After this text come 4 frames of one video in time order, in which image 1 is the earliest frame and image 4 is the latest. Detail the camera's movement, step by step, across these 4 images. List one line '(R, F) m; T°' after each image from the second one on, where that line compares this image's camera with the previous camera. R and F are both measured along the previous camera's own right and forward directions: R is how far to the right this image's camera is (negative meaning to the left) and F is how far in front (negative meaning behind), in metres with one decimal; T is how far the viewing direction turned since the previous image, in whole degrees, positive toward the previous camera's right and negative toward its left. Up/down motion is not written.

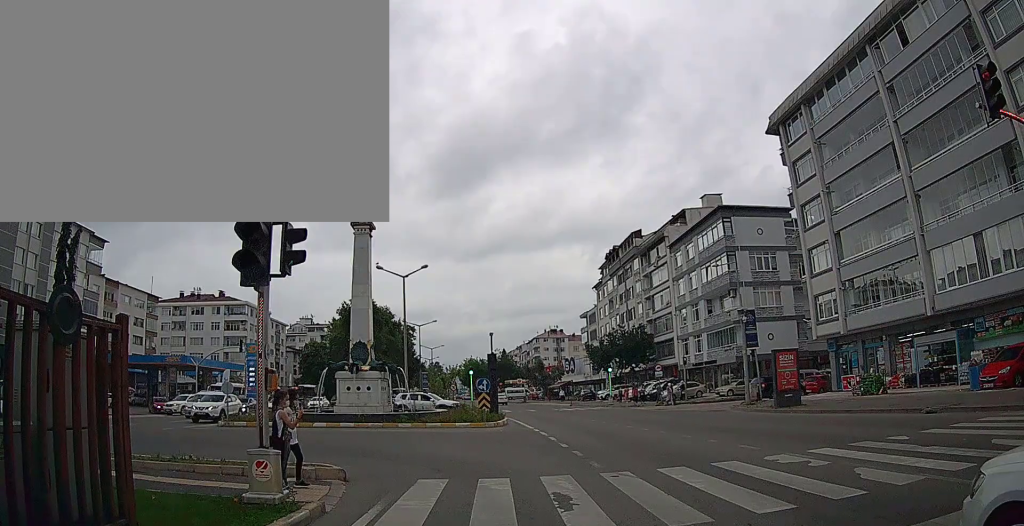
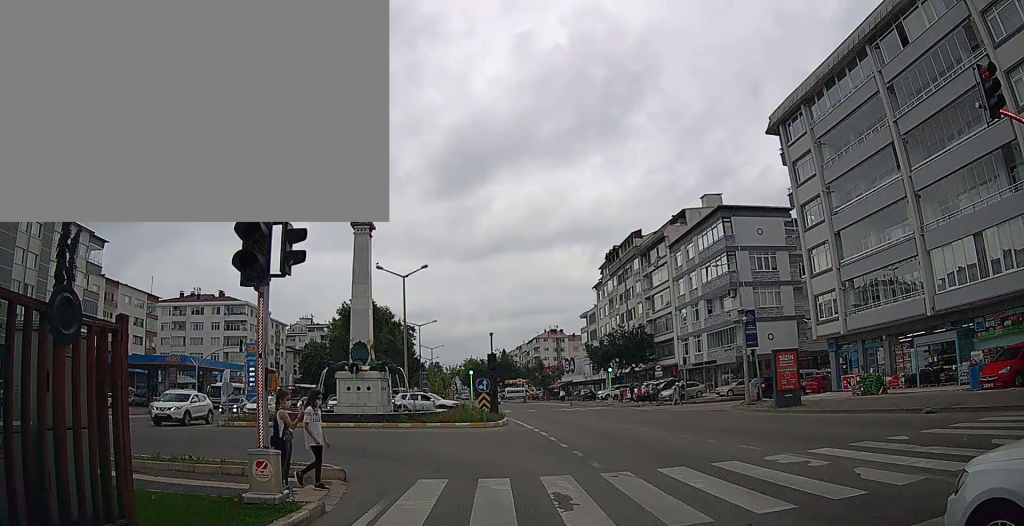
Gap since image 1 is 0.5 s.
(0.0, 0.0) m; 0°
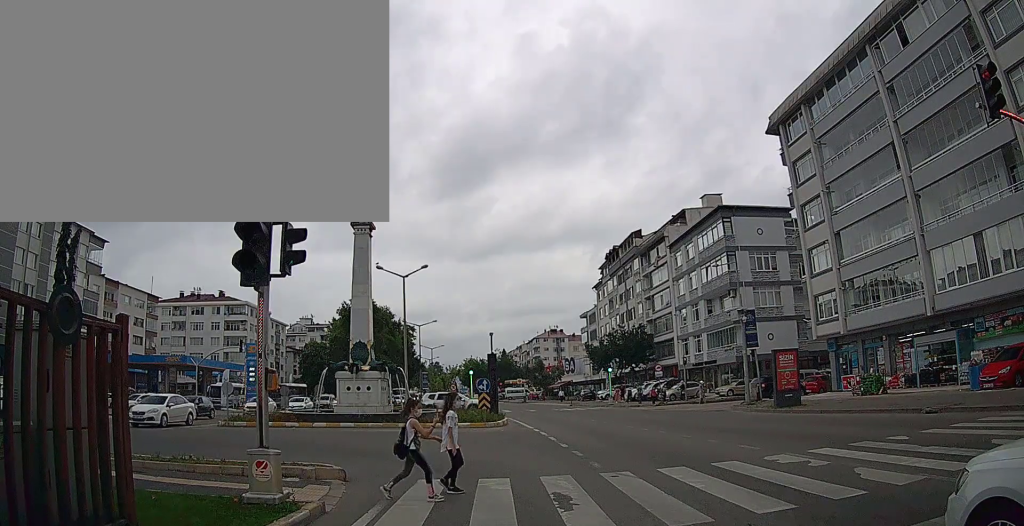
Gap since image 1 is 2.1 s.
(0.0, 0.0) m; 0°
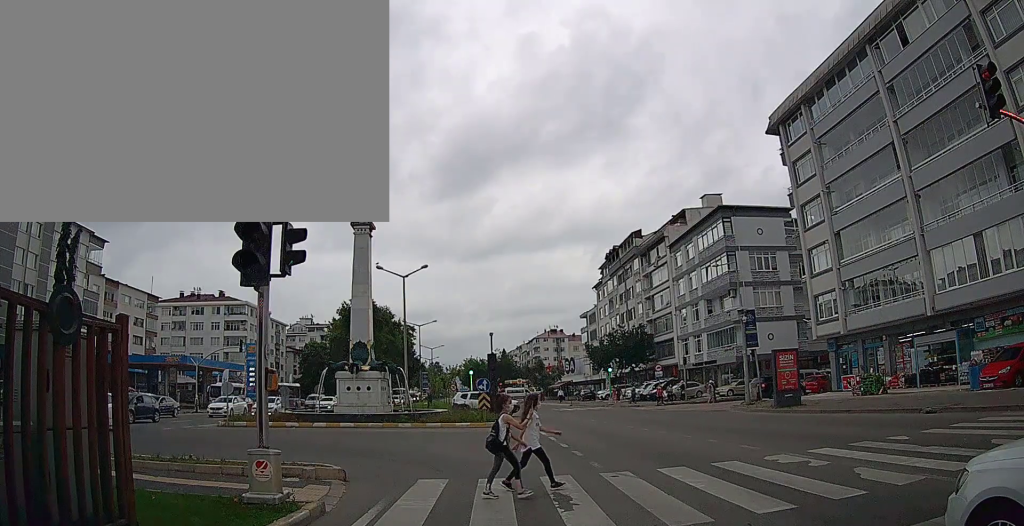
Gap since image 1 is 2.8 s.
(0.0, 0.0) m; 0°
